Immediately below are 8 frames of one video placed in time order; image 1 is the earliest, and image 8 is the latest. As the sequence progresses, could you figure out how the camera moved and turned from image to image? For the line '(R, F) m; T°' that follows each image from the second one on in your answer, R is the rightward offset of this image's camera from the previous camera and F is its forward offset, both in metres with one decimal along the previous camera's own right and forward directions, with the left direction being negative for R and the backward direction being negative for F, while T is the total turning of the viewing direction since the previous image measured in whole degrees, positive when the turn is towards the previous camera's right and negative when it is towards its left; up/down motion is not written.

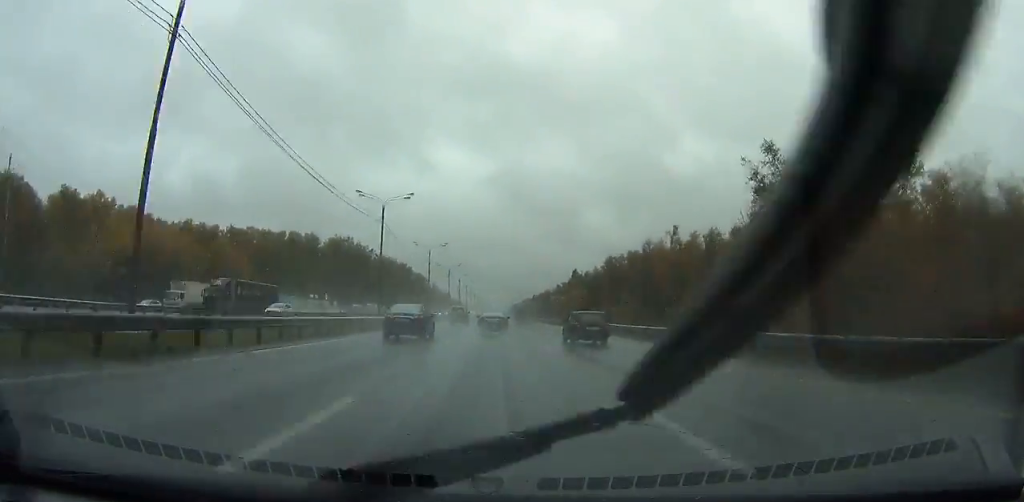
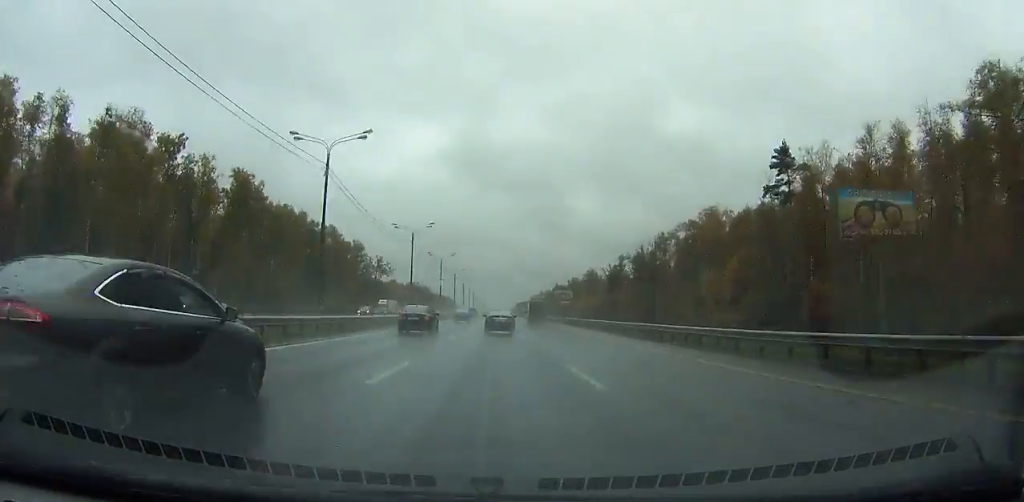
(+1.6, +199.8) m; 0°
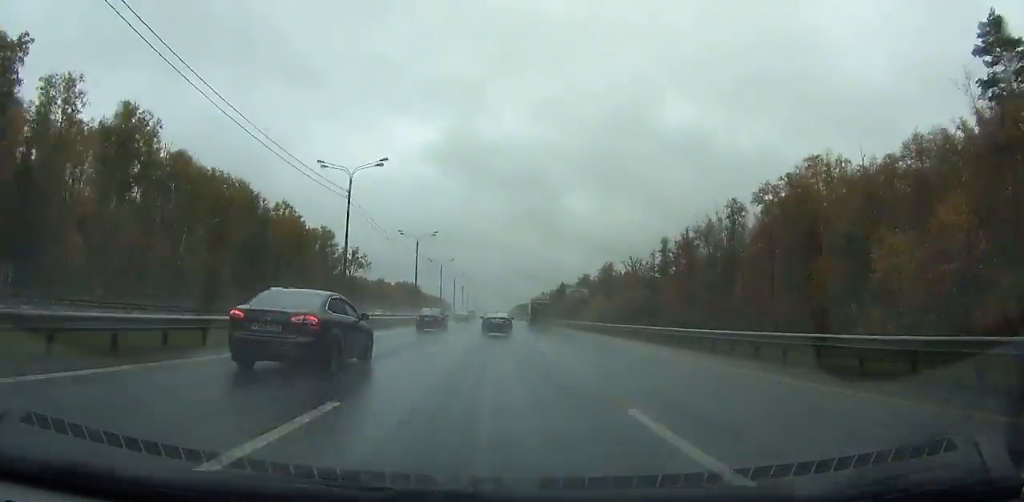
(-0.1, +38.0) m; 0°
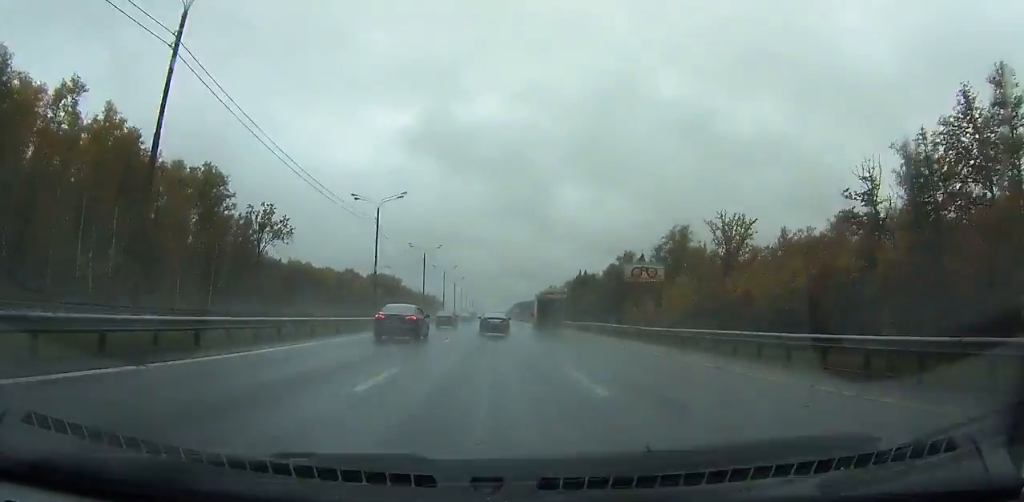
(-0.1, +75.8) m; 0°
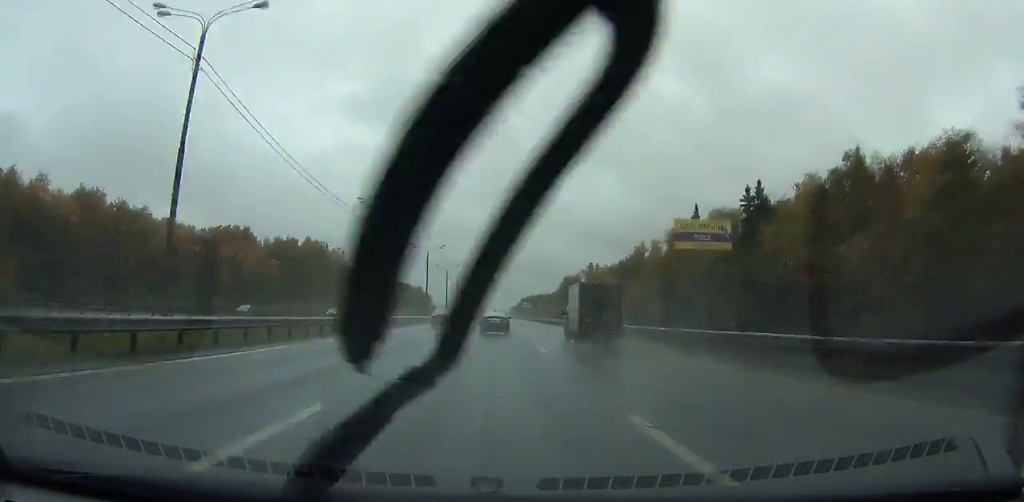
(0.0, +133.0) m; 0°
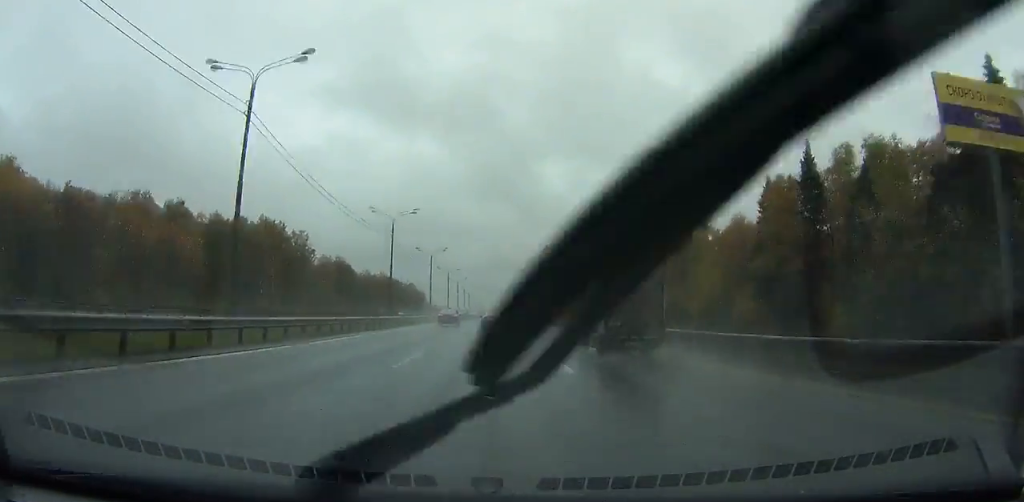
(0.0, +38.0) m; 0°
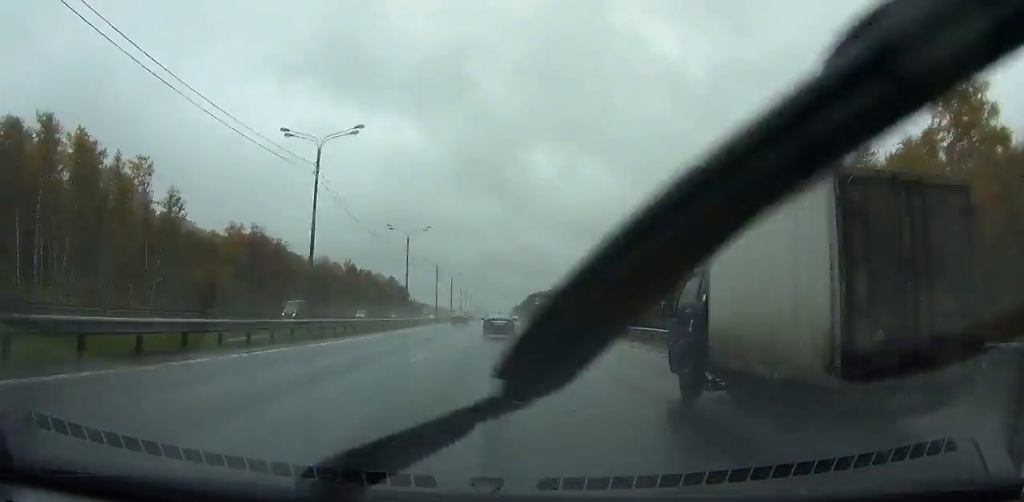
(+0.1, +76.0) m; 0°
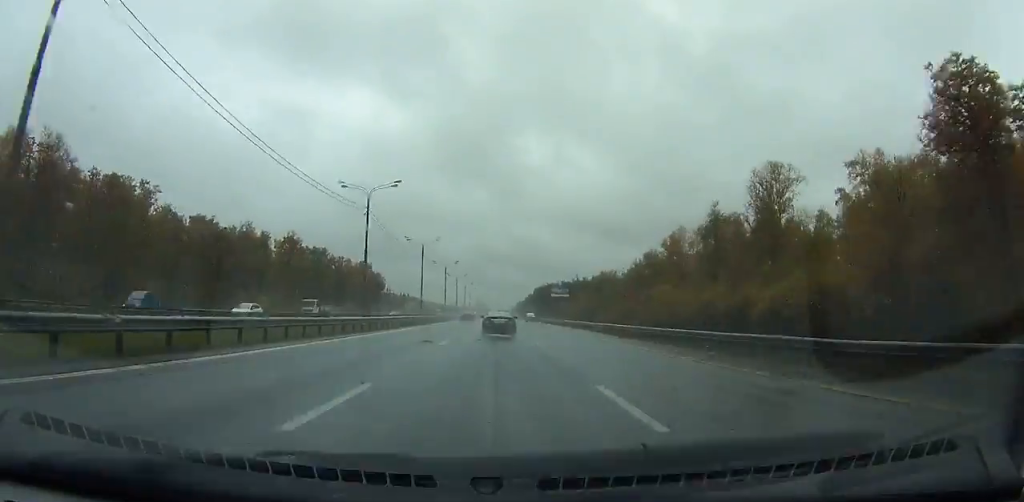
(+0.2, +72.9) m; 0°
